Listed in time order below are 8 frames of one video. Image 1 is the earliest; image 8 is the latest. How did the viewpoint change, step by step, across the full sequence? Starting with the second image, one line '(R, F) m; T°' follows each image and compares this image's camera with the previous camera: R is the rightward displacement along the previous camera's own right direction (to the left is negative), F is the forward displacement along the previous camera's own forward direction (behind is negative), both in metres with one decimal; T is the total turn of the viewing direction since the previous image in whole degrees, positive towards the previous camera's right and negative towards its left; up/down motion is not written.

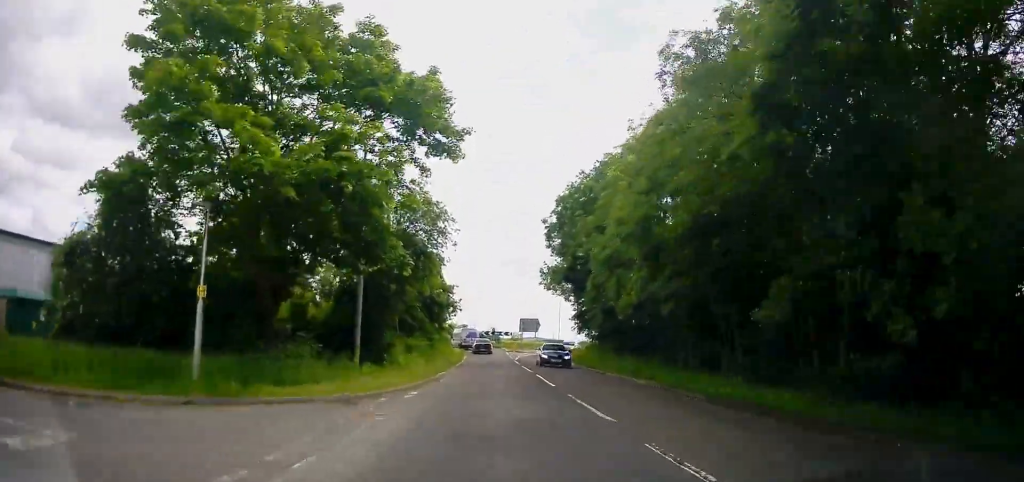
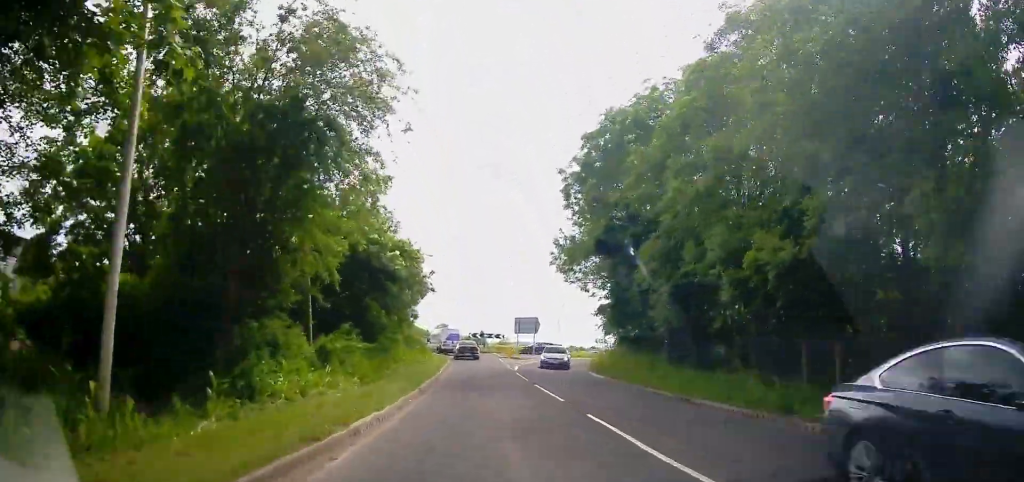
(-0.1, +13.5) m; 0°
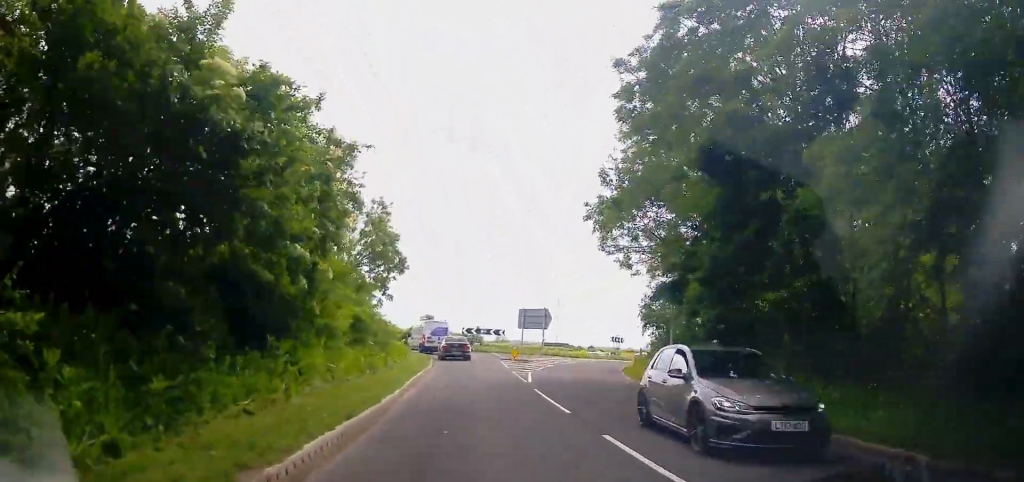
(0.0, +11.7) m; +1°
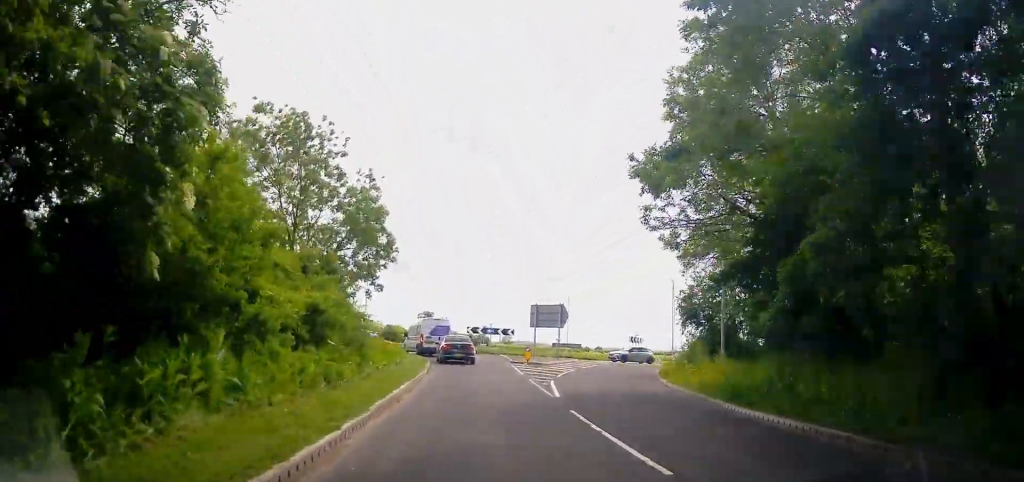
(+0.1, +5.5) m; +1°
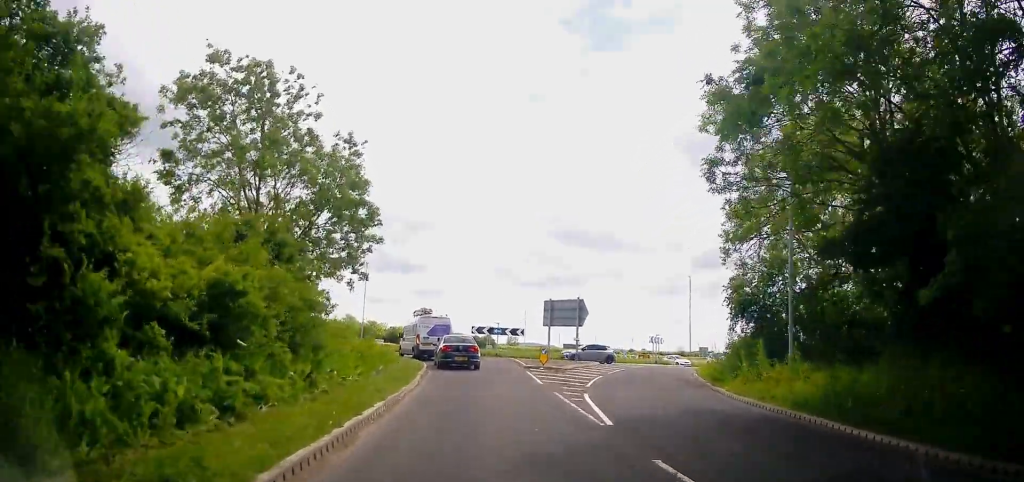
(0.0, +5.5) m; 0°
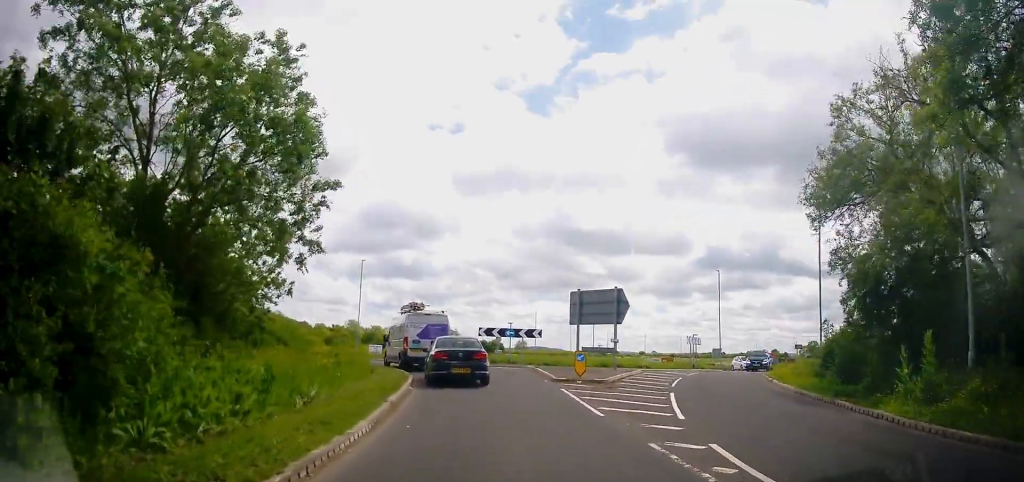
(-0.1, +8.0) m; -2°
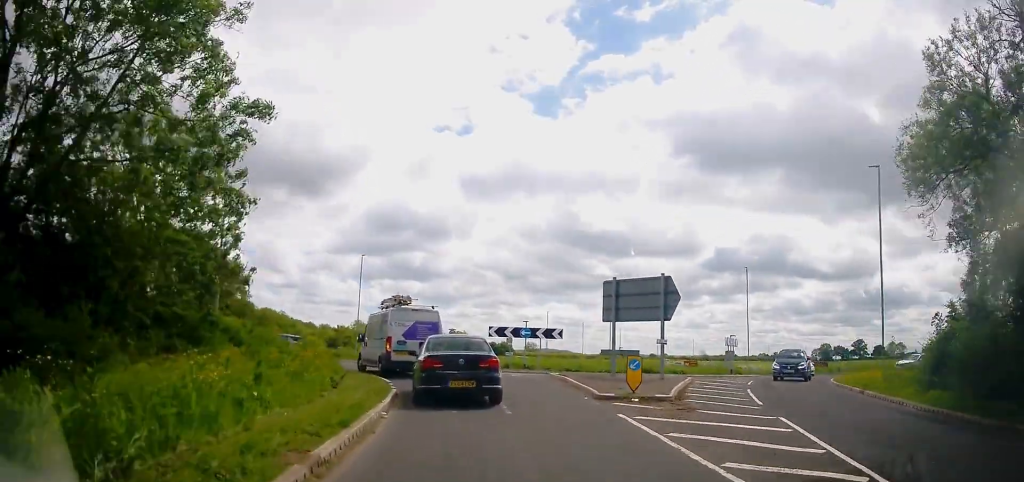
(-0.2, +5.7) m; +1°
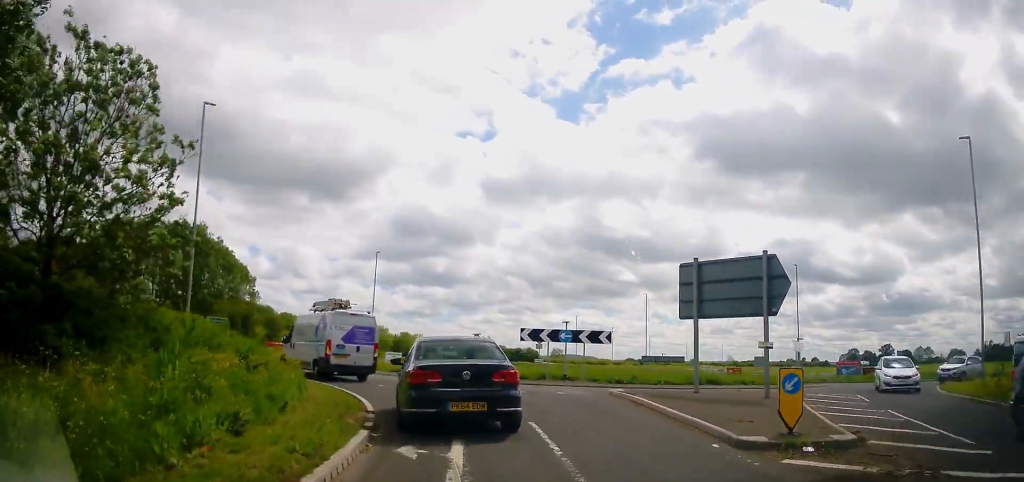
(+0.3, +6.2) m; -3°
